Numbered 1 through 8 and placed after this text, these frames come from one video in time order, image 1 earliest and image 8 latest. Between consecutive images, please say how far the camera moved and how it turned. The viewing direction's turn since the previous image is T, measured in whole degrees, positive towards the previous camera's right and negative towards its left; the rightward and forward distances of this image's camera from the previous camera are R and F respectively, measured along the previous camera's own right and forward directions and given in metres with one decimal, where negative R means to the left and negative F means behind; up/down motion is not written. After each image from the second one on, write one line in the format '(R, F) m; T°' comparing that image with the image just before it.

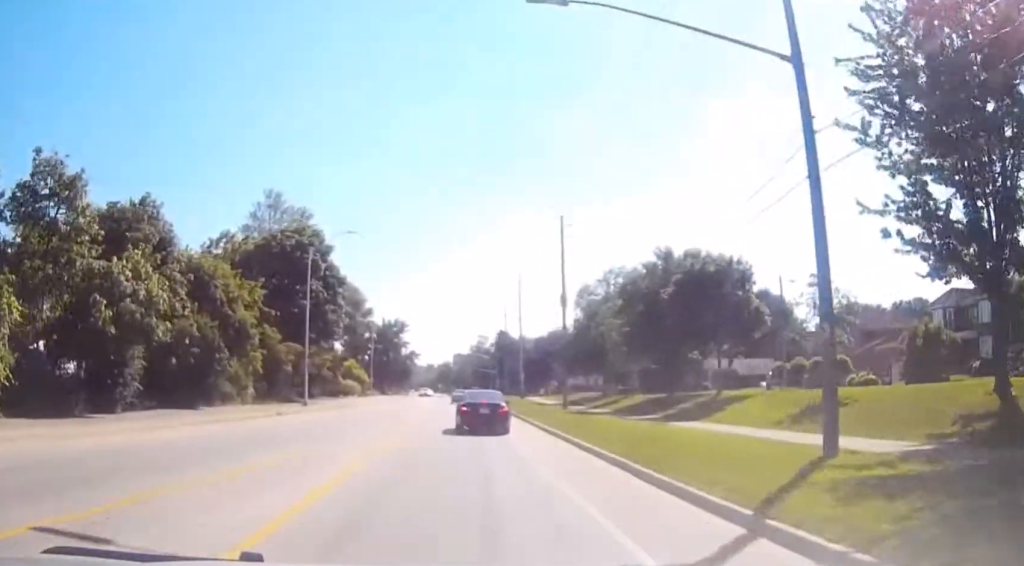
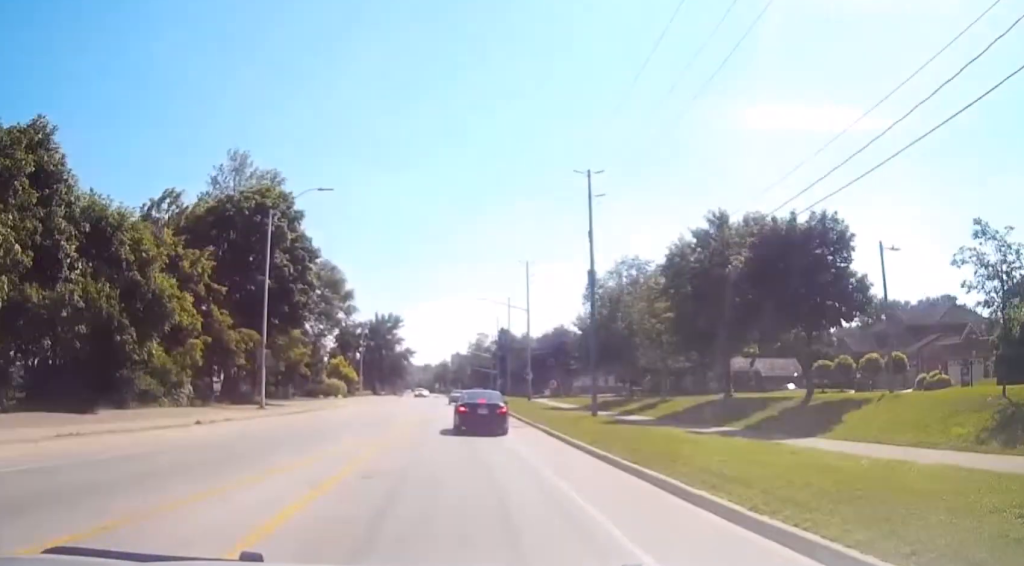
(0.0, +11.8) m; +1°
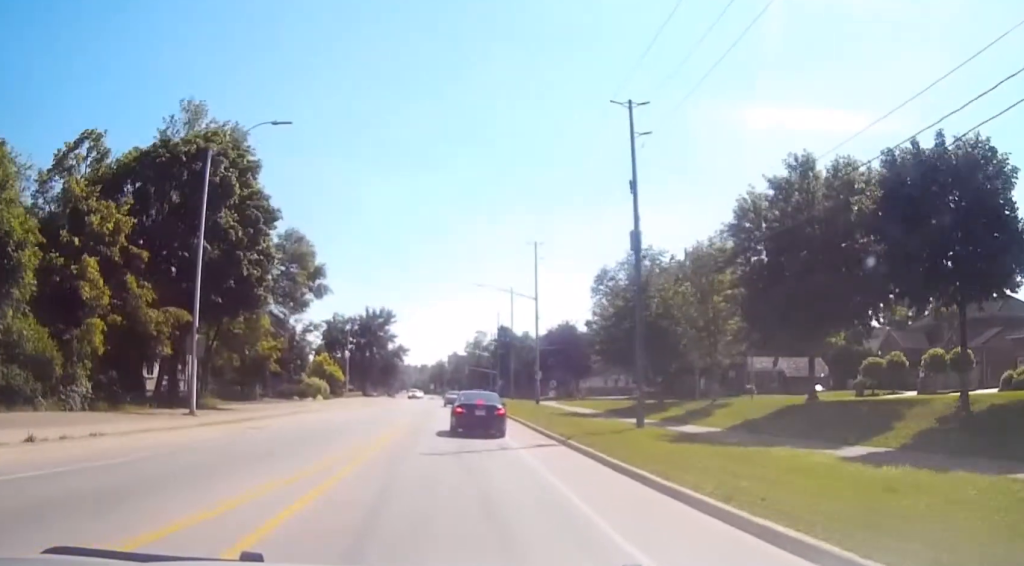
(+0.1, +11.1) m; 0°
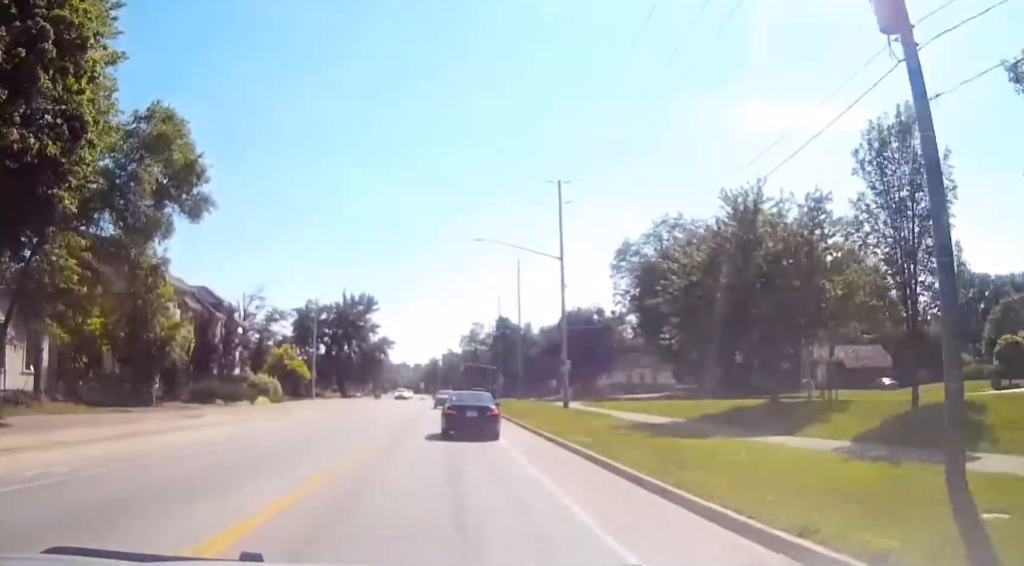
(+0.1, +20.8) m; 0°
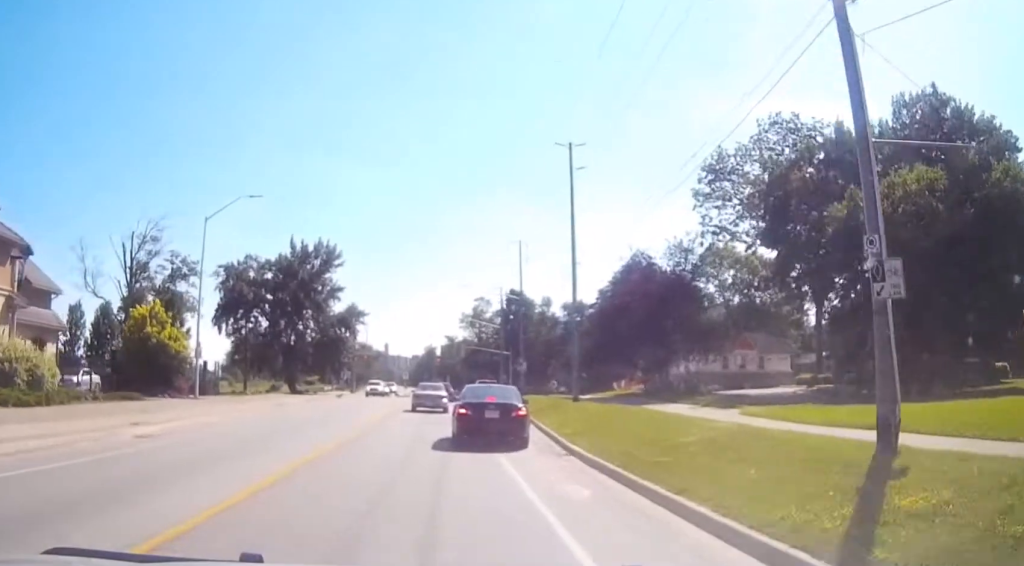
(+0.2, +34.1) m; 0°
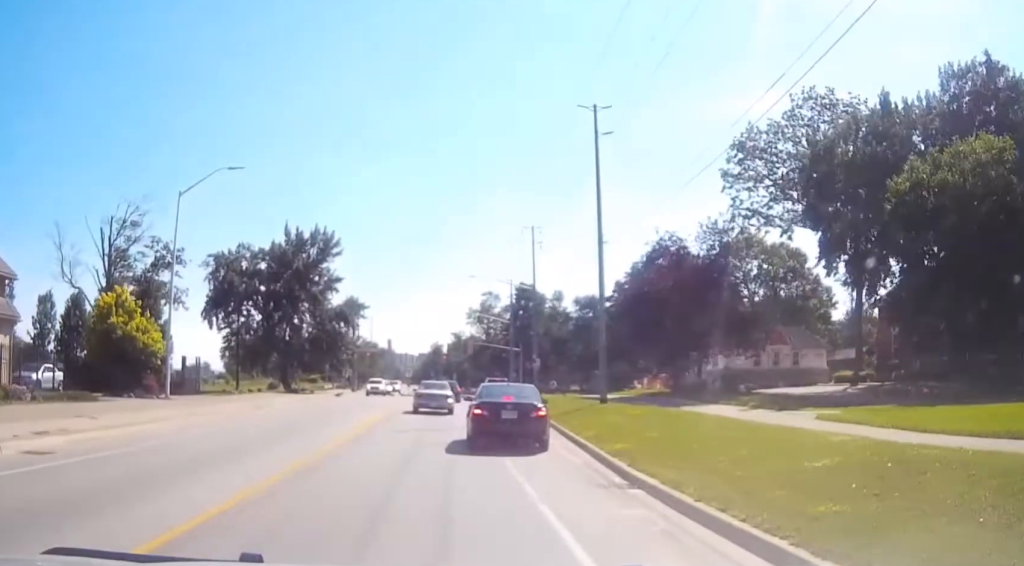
(0.0, +5.5) m; 0°
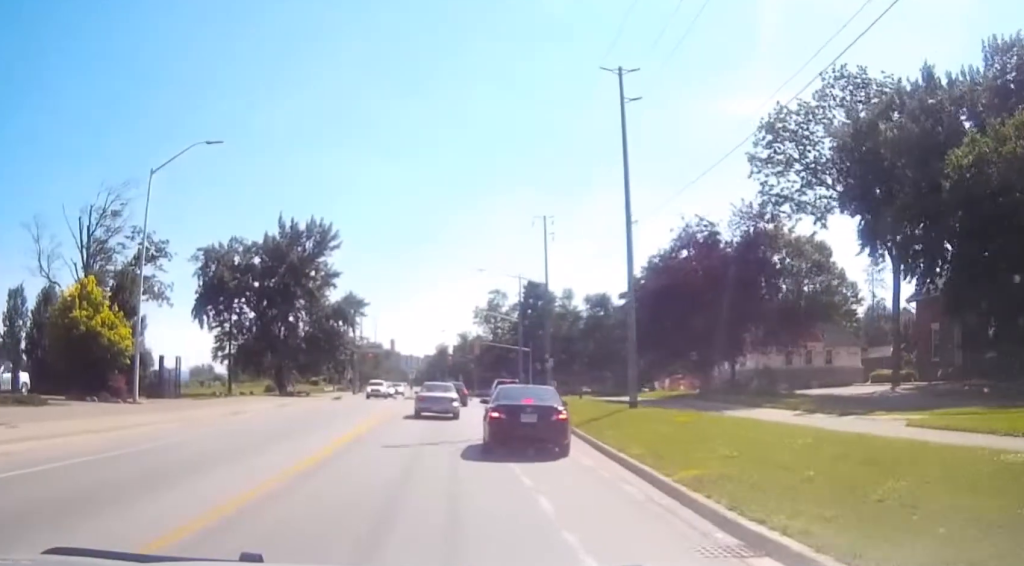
(0.0, +4.6) m; 0°
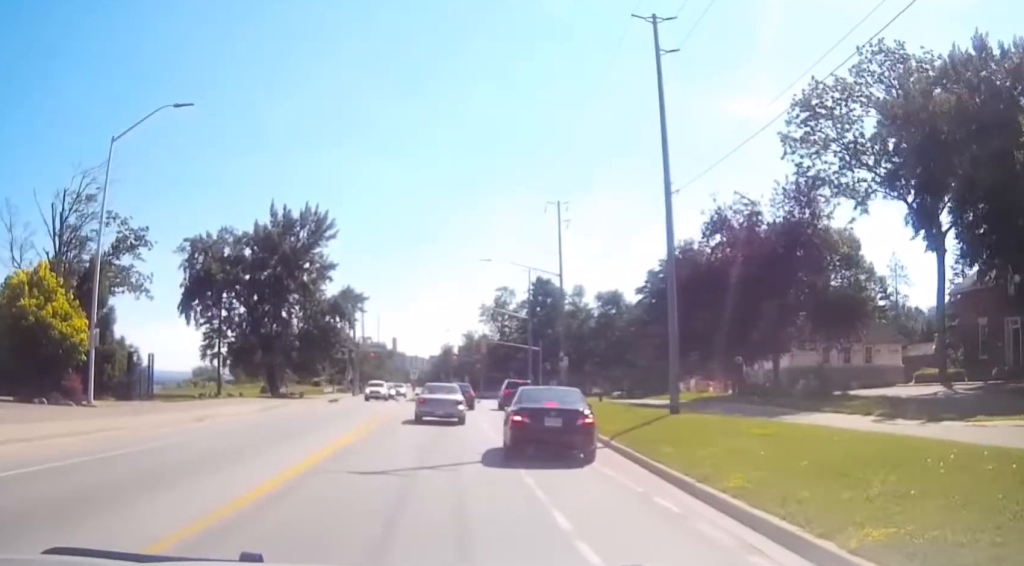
(0.0, +5.2) m; 0°
